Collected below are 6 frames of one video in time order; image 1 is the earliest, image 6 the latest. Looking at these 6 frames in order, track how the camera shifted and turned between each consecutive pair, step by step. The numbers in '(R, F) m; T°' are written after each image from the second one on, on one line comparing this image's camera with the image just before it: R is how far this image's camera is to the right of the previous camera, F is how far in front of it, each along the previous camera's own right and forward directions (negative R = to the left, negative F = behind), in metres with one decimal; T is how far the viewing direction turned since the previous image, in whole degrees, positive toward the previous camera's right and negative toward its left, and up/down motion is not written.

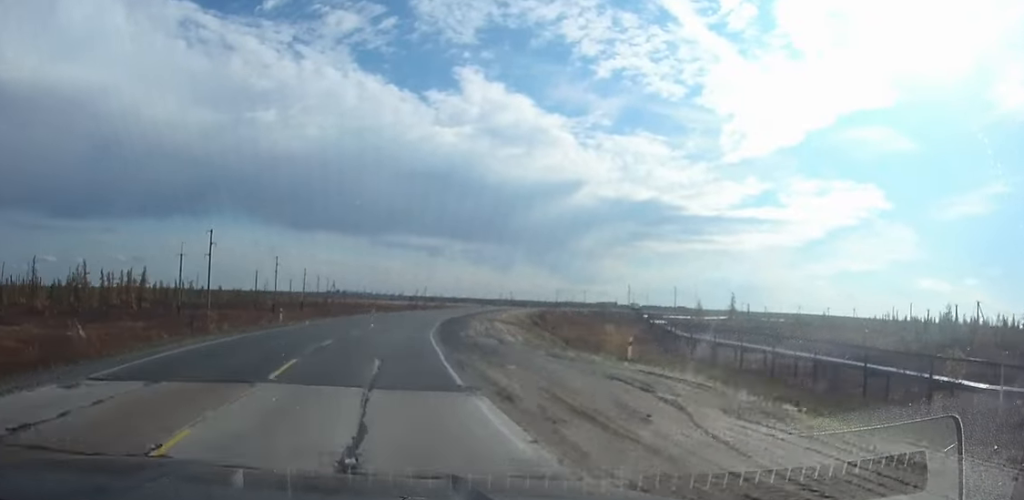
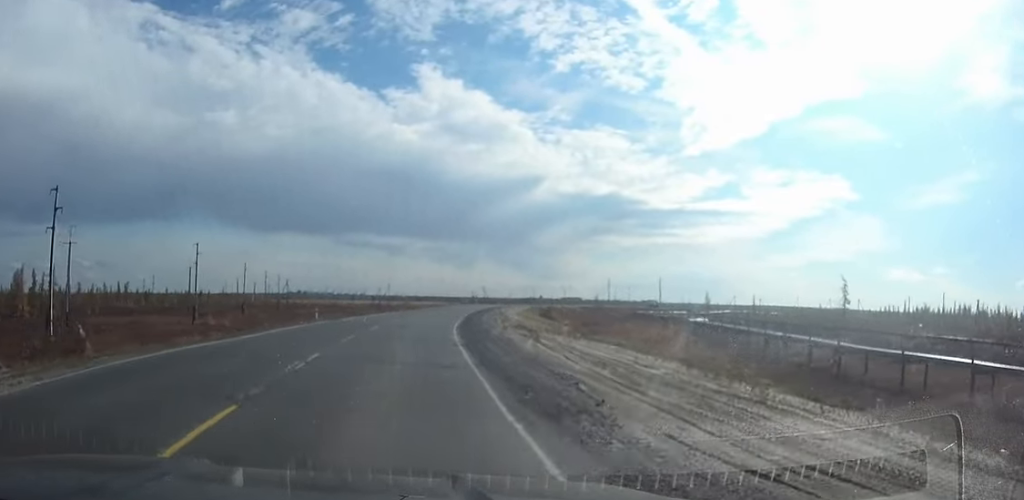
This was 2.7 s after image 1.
(+1.4, +37.2) m; +5°
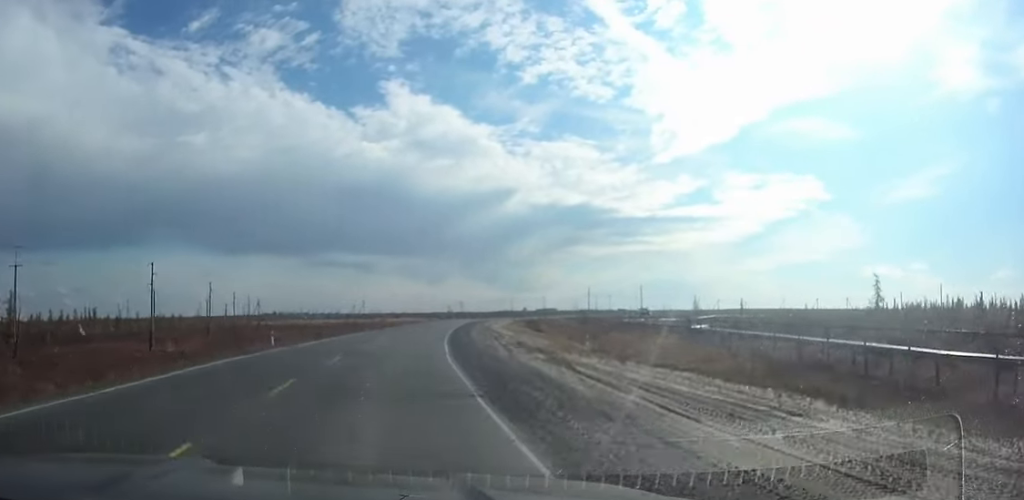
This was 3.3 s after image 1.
(+0.2, +10.1) m; +1°
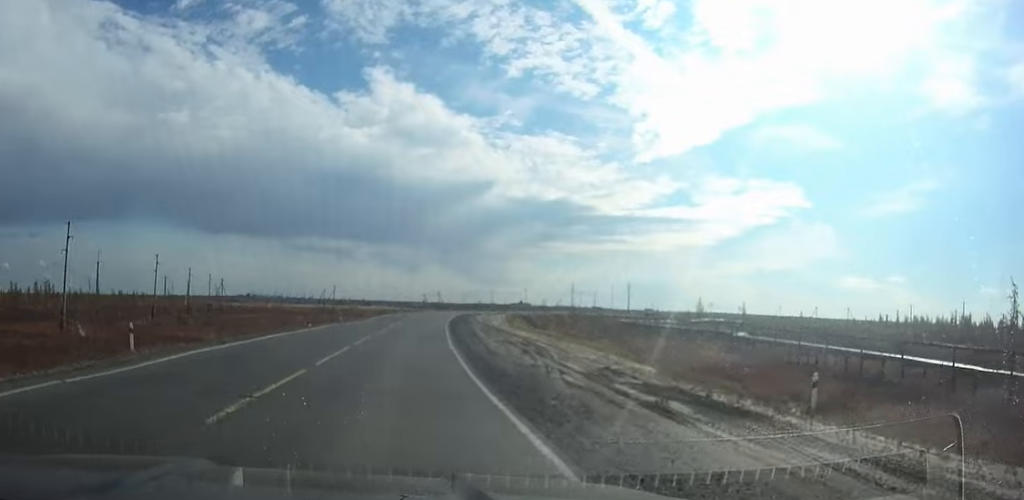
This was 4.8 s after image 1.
(+0.5, +20.9) m; +3°
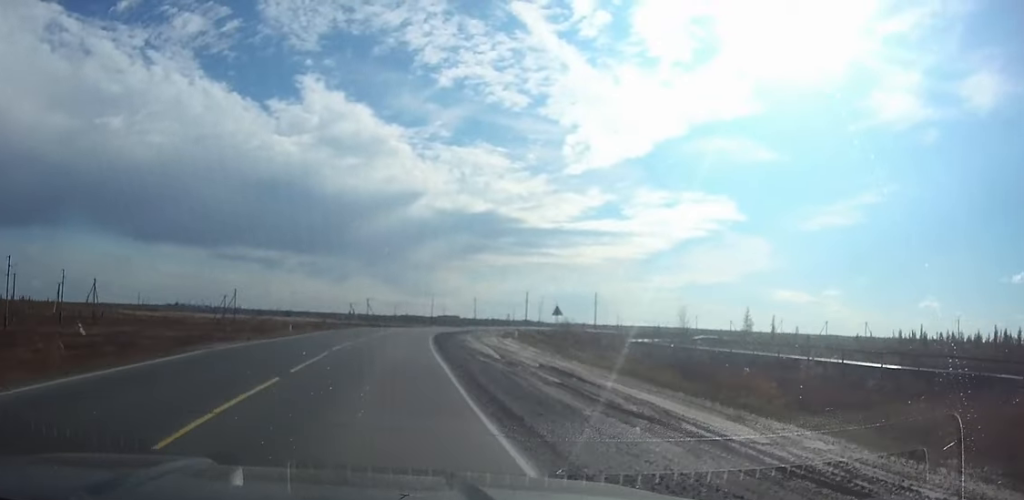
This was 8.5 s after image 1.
(+3.2, +60.4) m; +6°
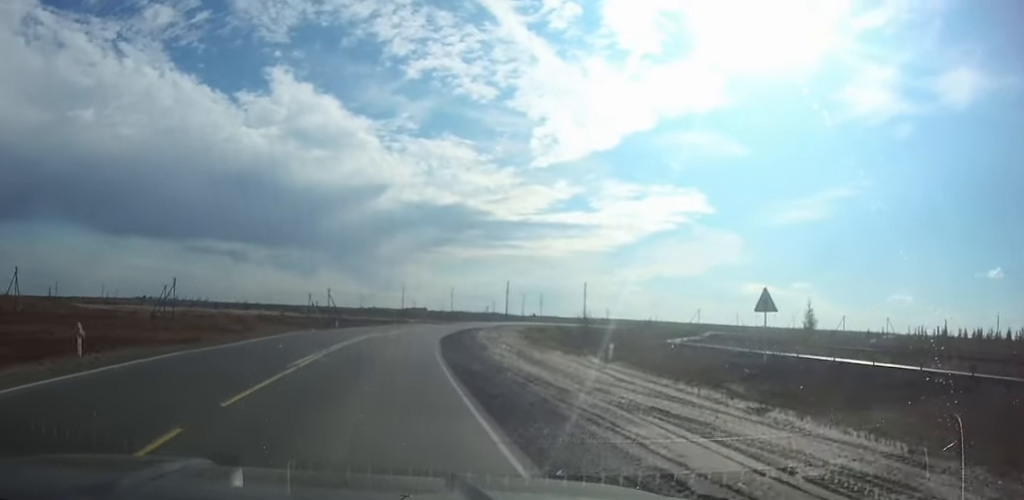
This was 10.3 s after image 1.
(+0.9, +30.7) m; +4°
